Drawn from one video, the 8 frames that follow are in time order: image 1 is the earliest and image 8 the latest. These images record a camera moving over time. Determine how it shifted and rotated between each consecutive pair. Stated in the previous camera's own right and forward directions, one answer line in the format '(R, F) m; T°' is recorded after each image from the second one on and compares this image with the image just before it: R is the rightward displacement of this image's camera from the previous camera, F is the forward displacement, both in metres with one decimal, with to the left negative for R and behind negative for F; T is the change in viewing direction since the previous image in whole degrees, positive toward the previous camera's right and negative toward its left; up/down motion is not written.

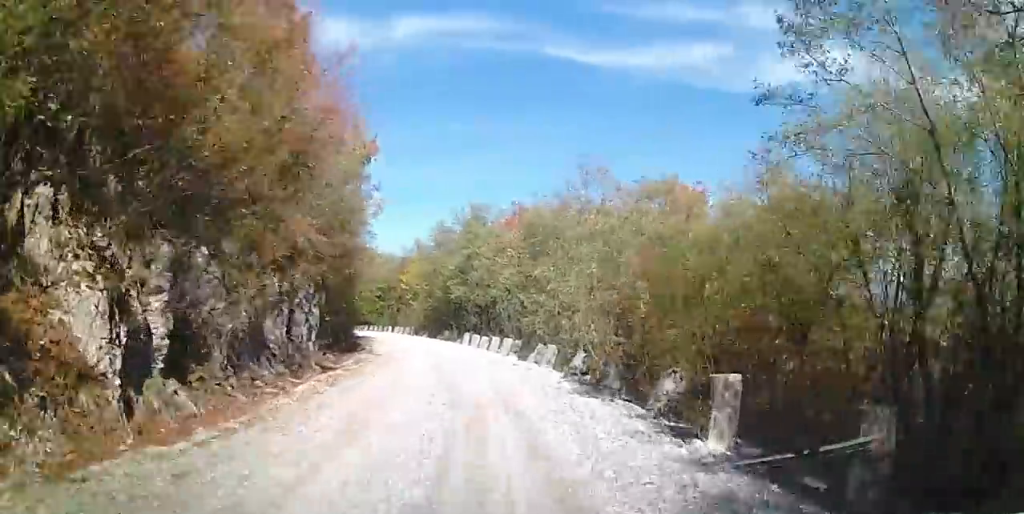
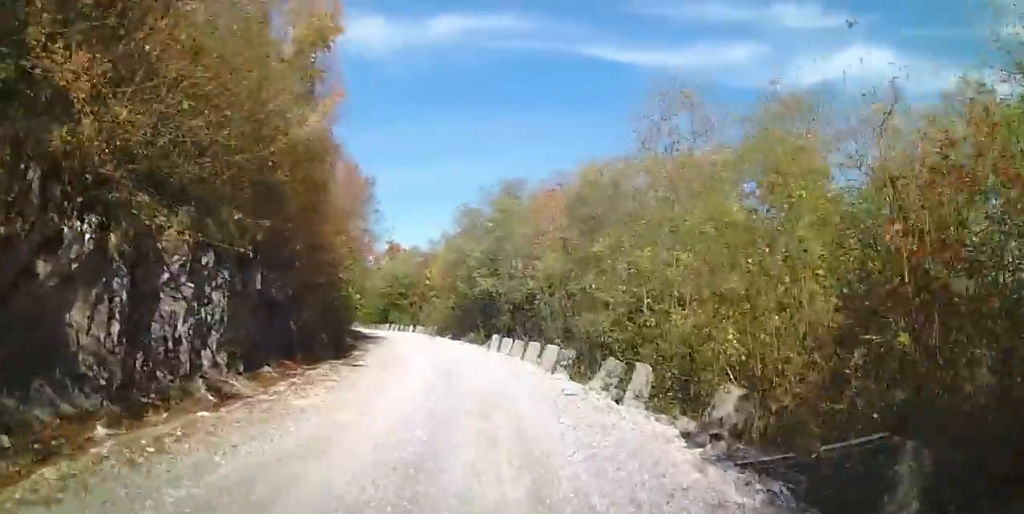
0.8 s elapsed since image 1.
(0.0, +7.3) m; 0°
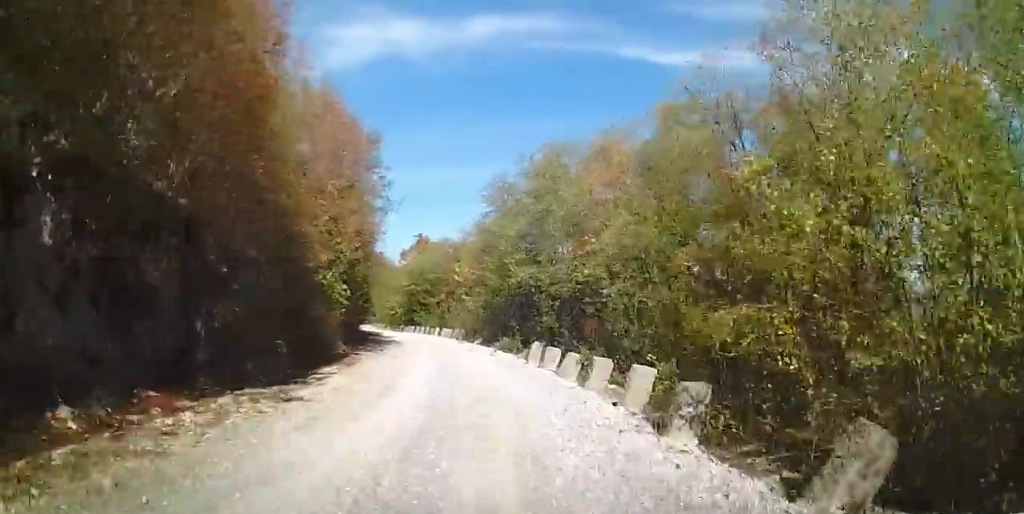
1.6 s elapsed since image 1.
(0.0, +6.6) m; 0°
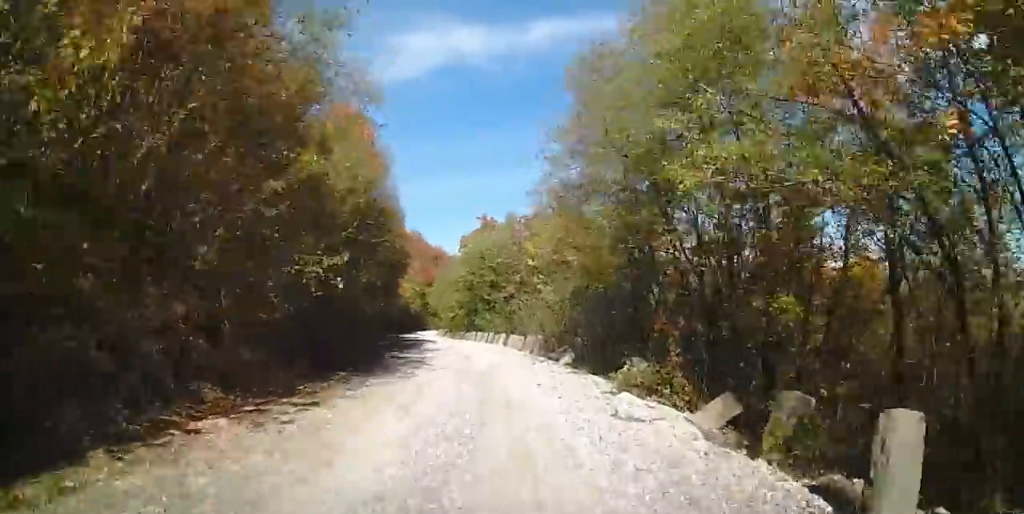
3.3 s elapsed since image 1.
(0.0, +14.0) m; 0°
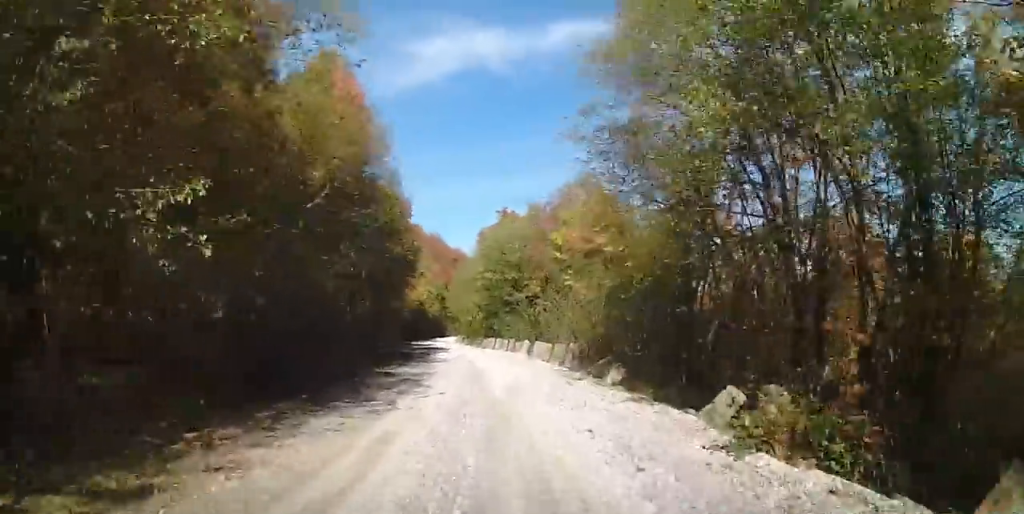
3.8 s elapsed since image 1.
(0.0, +4.6) m; -1°
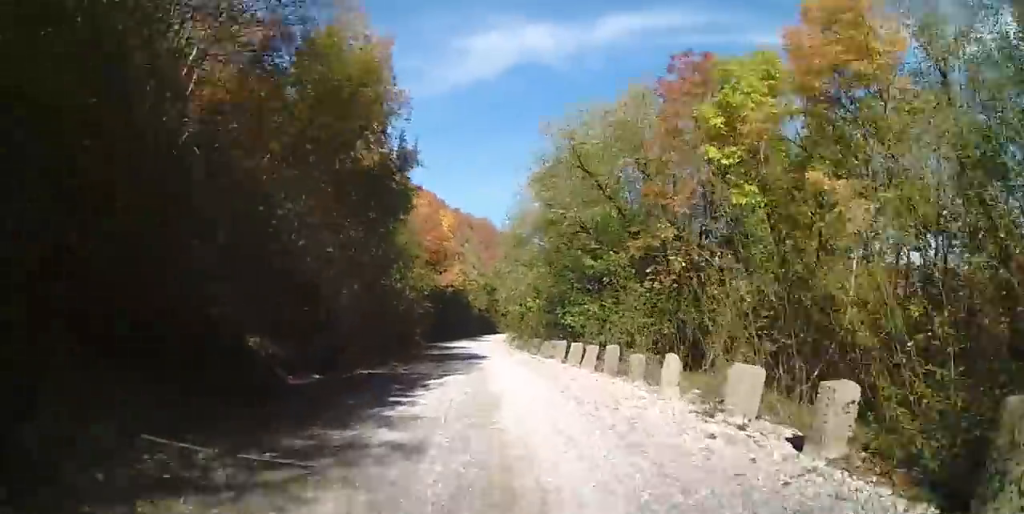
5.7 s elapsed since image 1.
(-2.0, +16.5) m; -13°
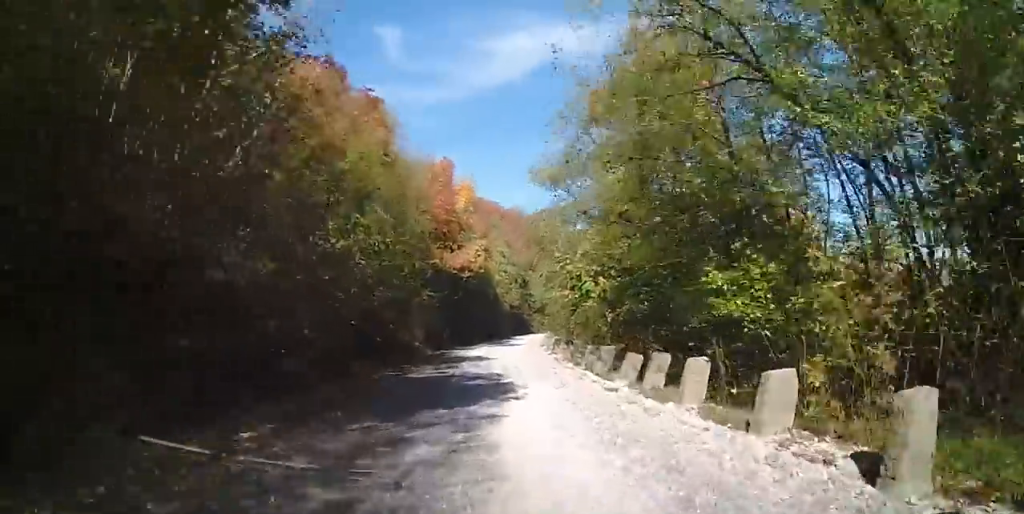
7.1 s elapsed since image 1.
(-0.1, +12.0) m; -1°
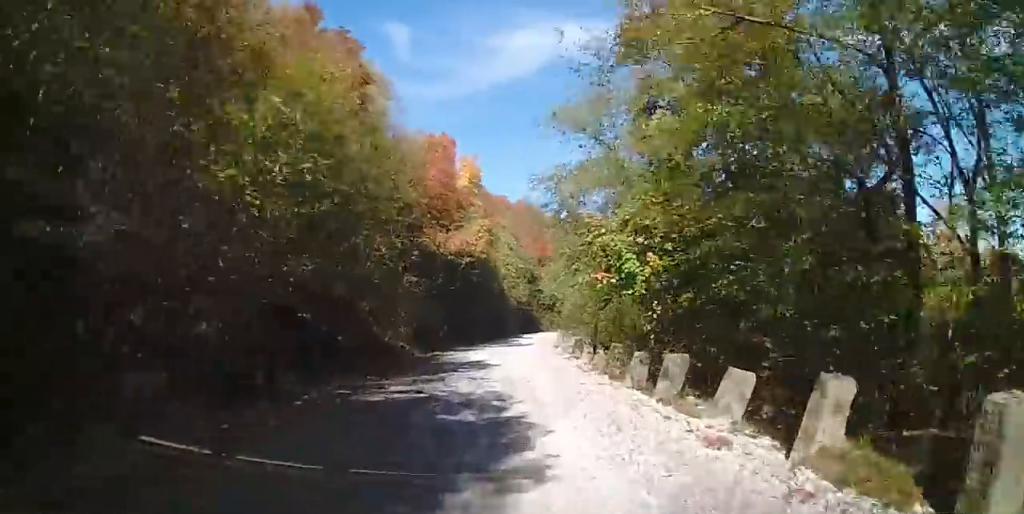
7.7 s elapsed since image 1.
(+0.1, +5.4) m; -2°
